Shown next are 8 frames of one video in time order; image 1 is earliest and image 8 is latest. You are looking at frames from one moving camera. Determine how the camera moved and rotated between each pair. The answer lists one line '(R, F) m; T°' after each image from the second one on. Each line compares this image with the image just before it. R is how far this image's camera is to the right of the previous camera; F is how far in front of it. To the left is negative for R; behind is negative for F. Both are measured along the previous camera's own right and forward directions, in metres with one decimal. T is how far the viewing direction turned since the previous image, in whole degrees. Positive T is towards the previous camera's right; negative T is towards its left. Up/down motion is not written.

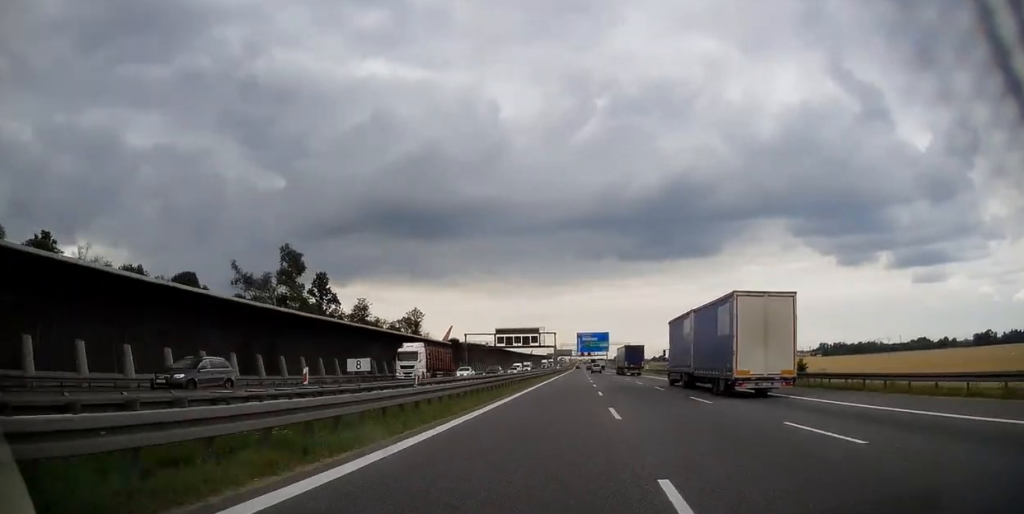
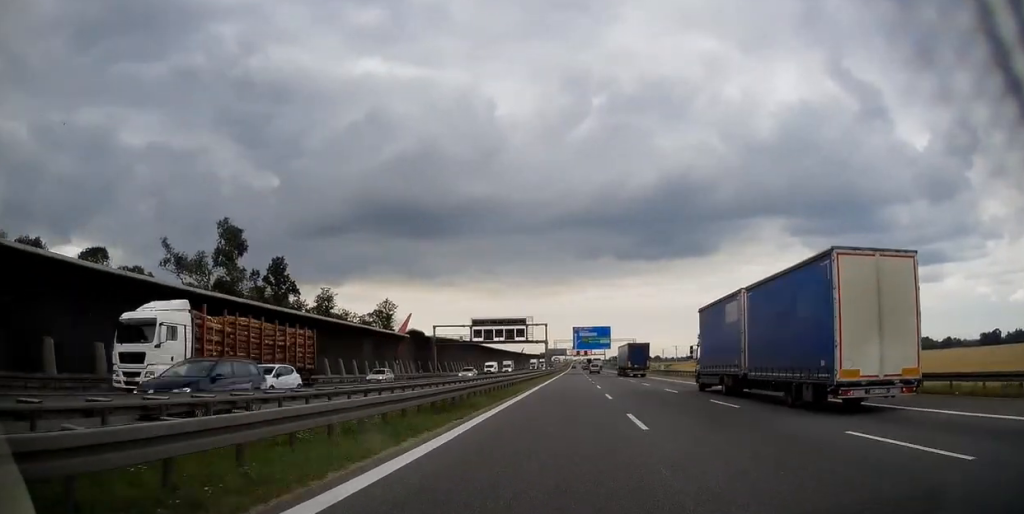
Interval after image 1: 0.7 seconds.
(0.0, +26.9) m; 0°
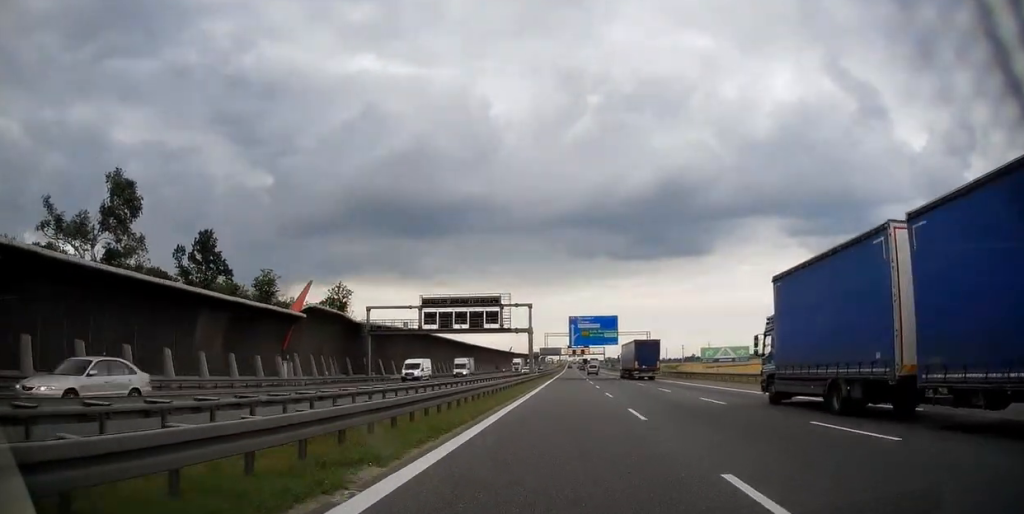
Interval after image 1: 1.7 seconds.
(0.0, +34.1) m; 0°
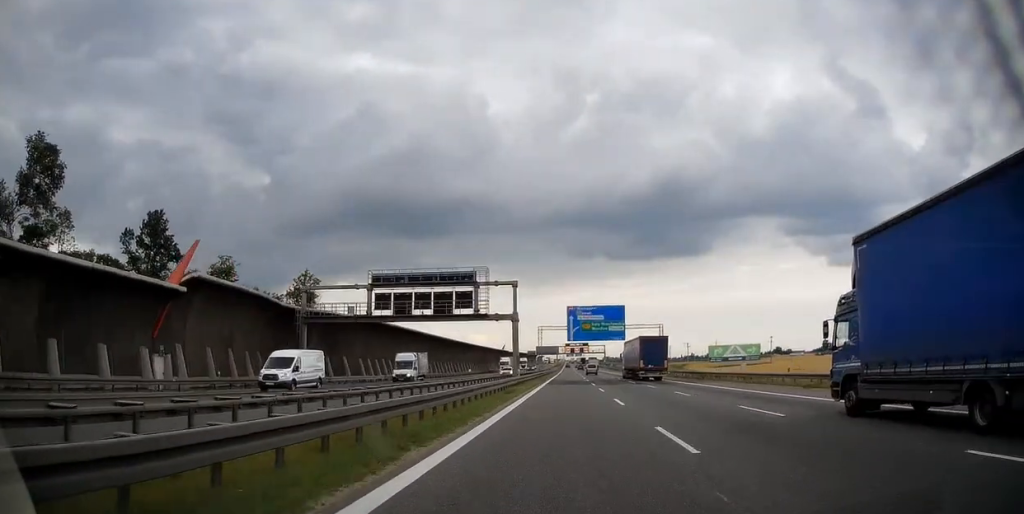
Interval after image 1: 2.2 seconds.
(+0.1, +18.2) m; 0°
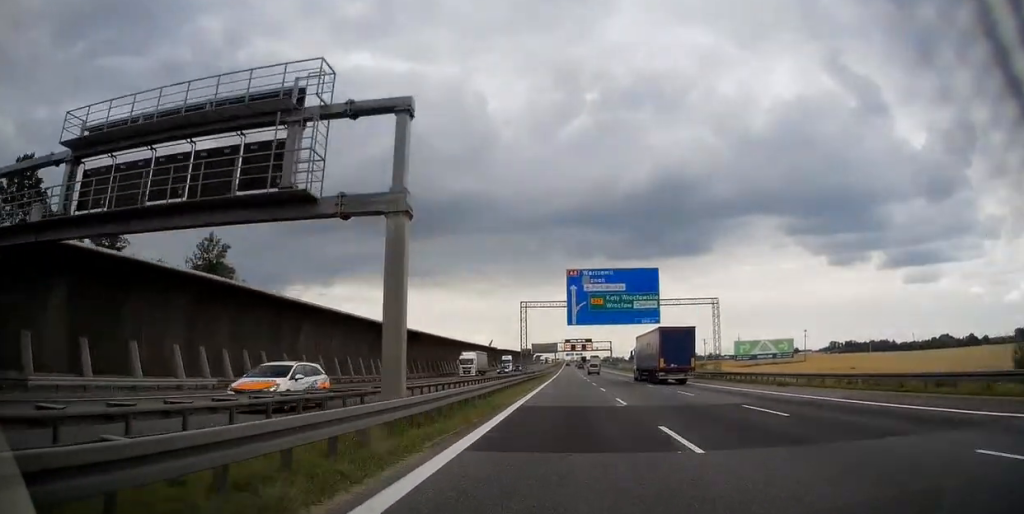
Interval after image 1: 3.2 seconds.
(+0.1, +36.4) m; 0°
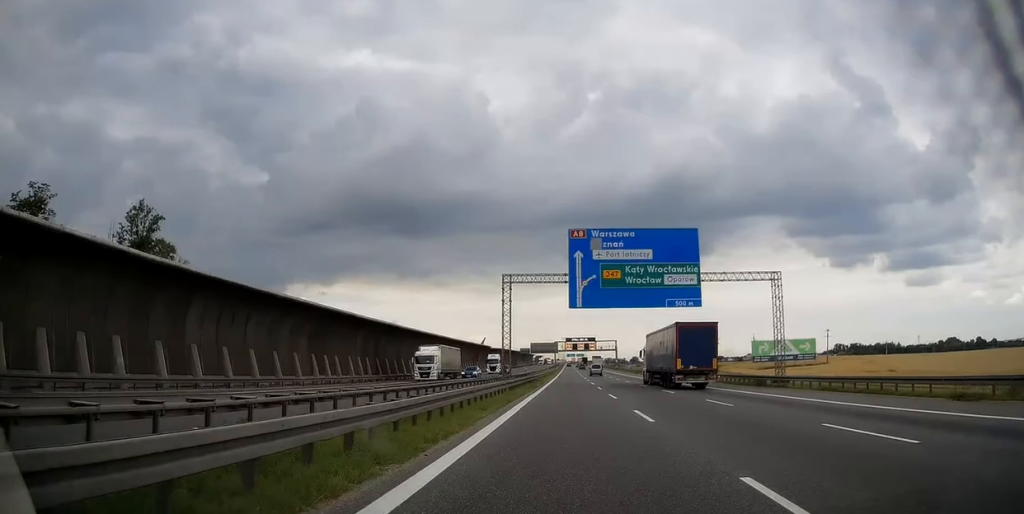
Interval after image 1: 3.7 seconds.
(0.0, +18.2) m; 0°
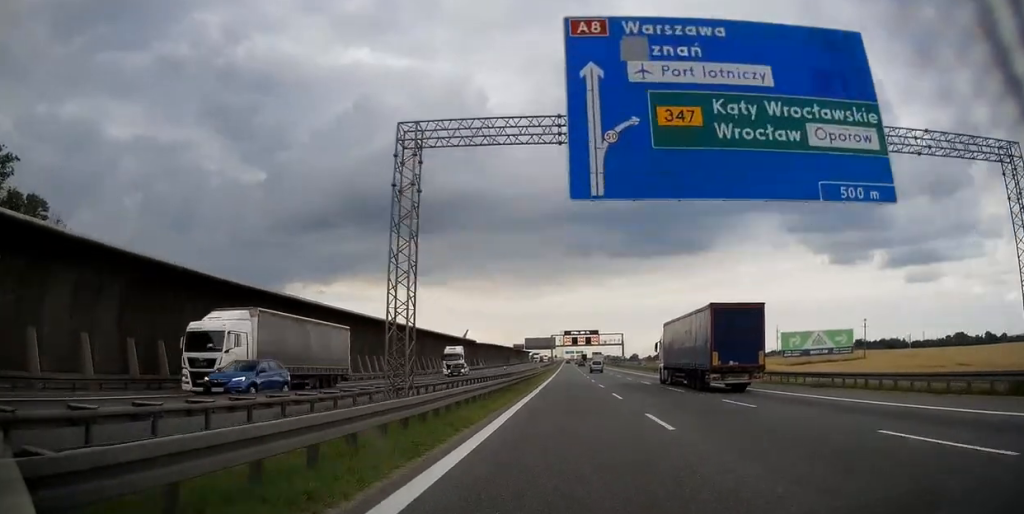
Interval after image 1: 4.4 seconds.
(0.0, +26.7) m; 0°
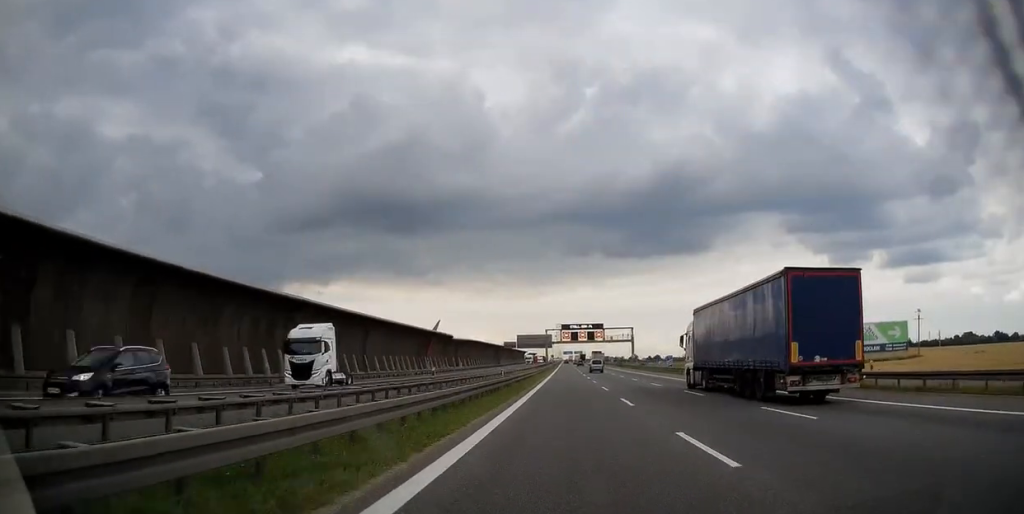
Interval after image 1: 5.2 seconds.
(+0.1, +29.1) m; 0°
